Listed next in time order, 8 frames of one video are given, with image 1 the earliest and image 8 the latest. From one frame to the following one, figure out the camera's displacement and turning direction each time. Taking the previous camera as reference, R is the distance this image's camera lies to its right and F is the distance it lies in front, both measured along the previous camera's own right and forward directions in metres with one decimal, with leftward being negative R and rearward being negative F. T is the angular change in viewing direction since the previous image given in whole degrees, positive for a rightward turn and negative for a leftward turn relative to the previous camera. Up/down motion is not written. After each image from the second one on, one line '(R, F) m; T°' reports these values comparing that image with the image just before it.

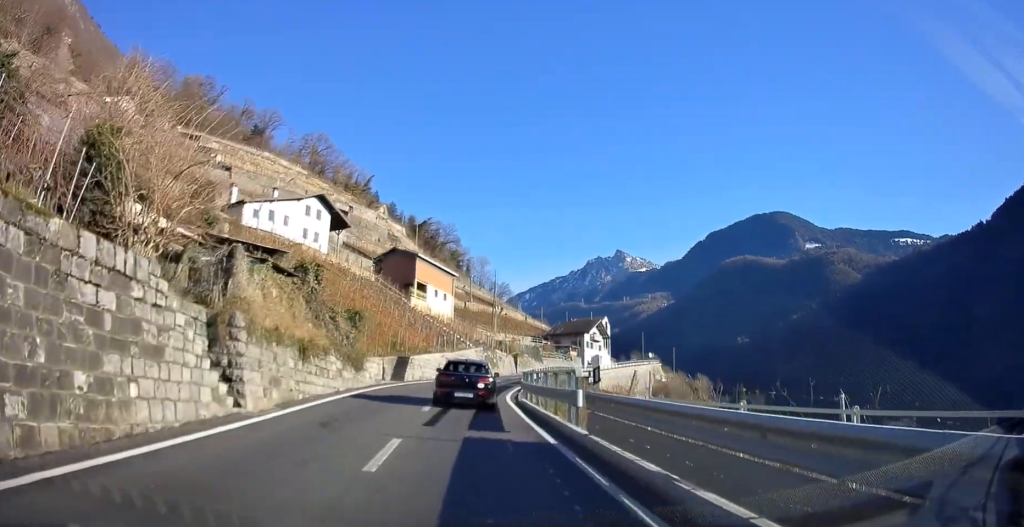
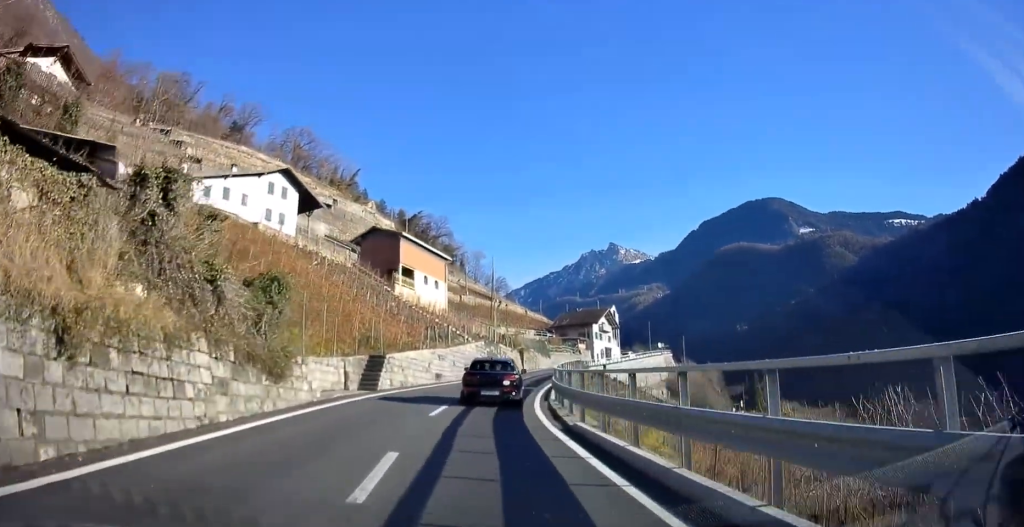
(-0.5, +11.0) m; -1°
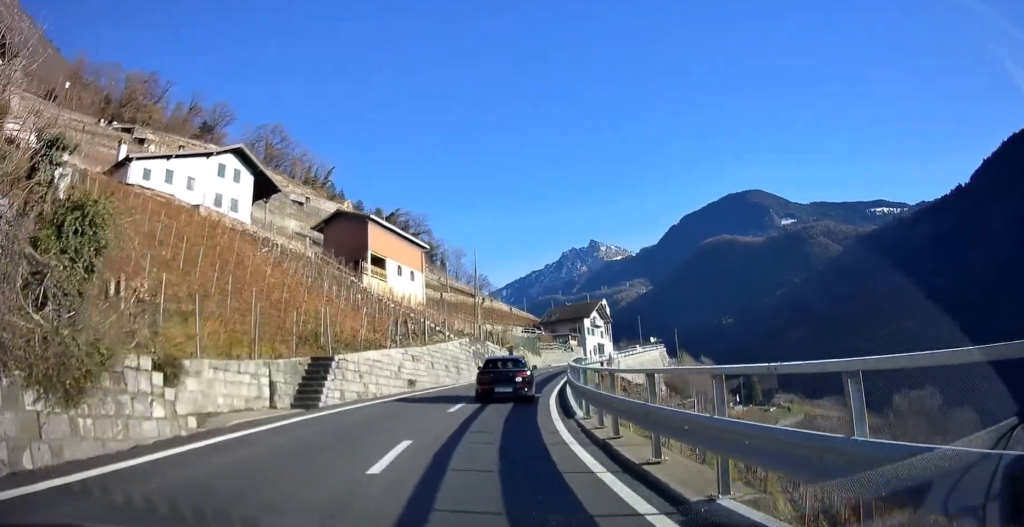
(+0.1, +7.7) m; +2°
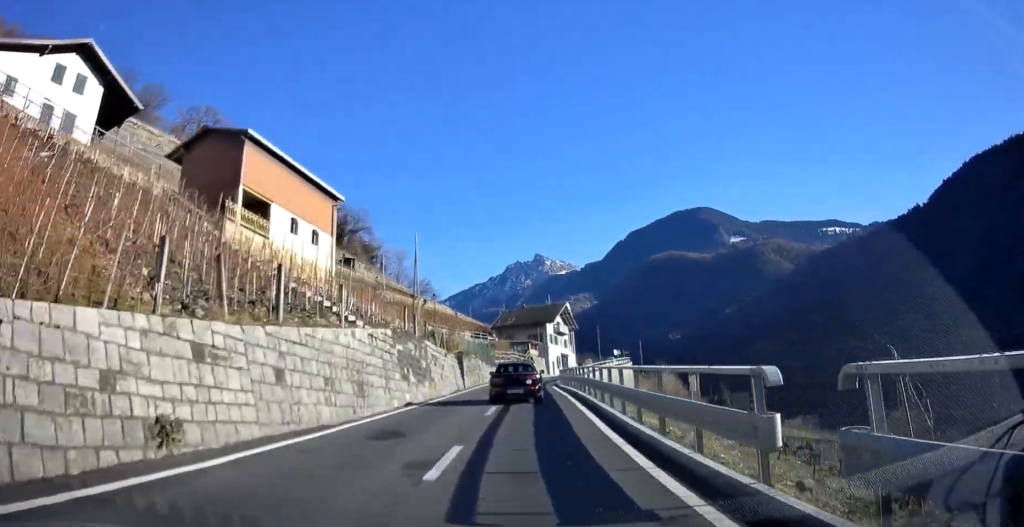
(+0.9, +17.3) m; +7°
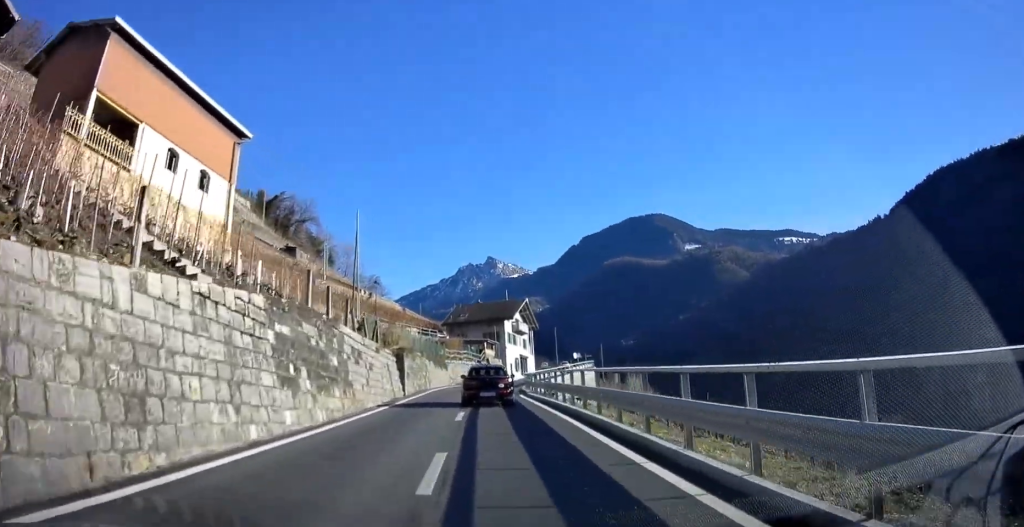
(+0.5, +9.4) m; +2°
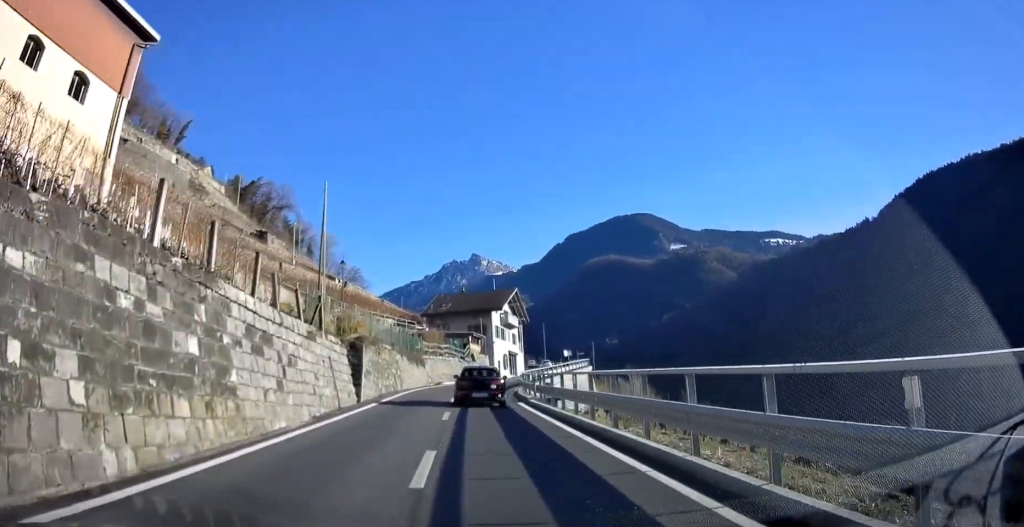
(+0.1, +8.0) m; +2°
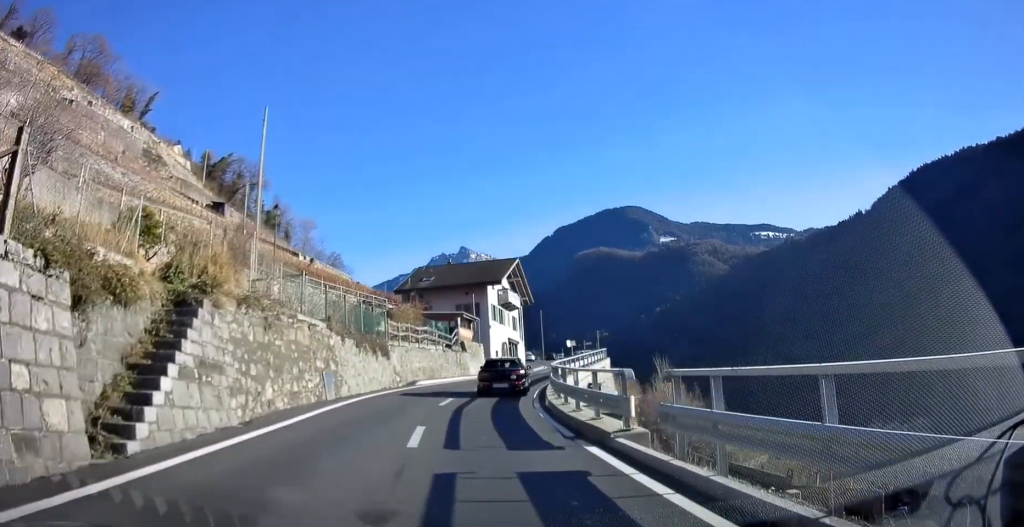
(+0.4, +15.5) m; +3°
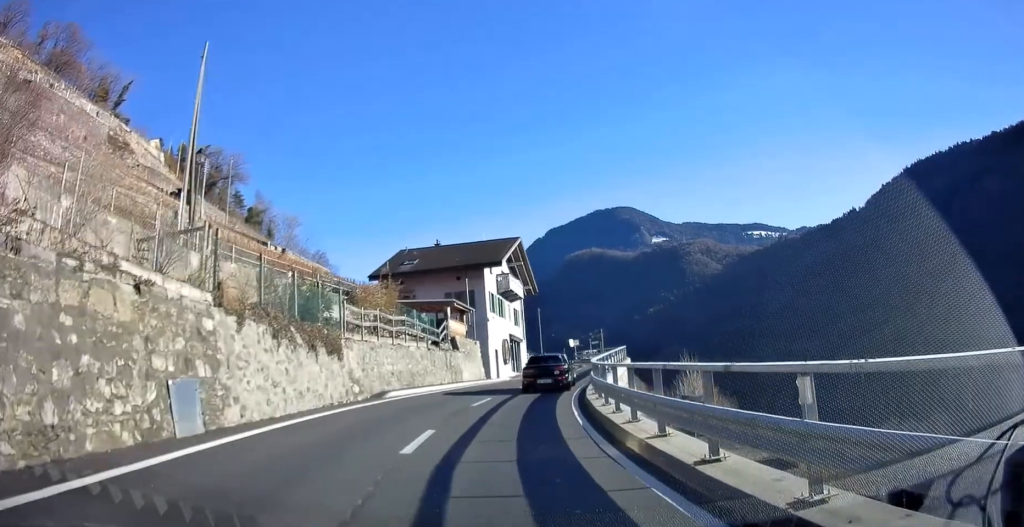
(+0.1, +9.3) m; +2°
